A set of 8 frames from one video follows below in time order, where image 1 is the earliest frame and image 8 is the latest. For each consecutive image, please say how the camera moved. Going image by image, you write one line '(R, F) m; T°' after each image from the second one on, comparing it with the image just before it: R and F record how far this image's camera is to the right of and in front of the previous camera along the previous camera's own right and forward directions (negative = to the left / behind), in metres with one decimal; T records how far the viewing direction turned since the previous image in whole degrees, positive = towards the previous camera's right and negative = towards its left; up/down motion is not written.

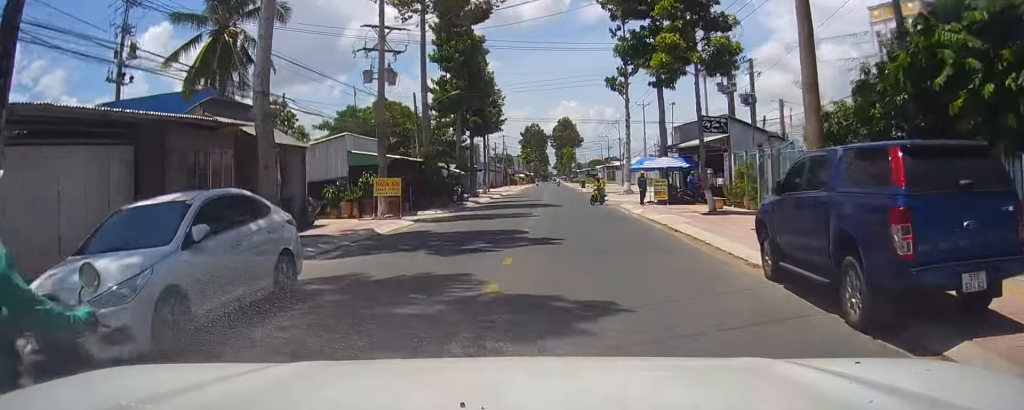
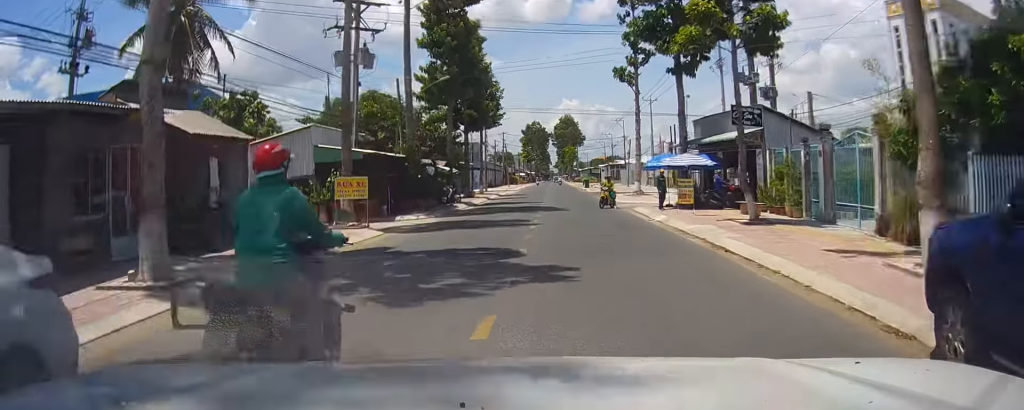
(+0.2, +5.0) m; +2°
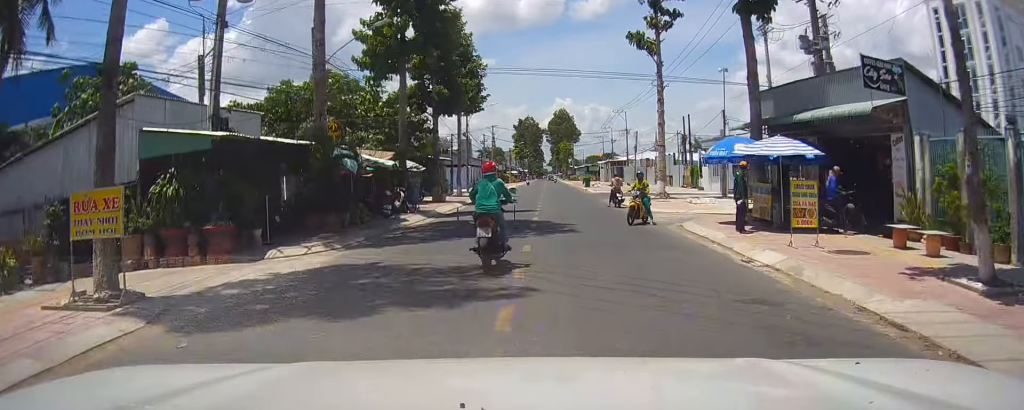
(+0.3, +11.6) m; -1°
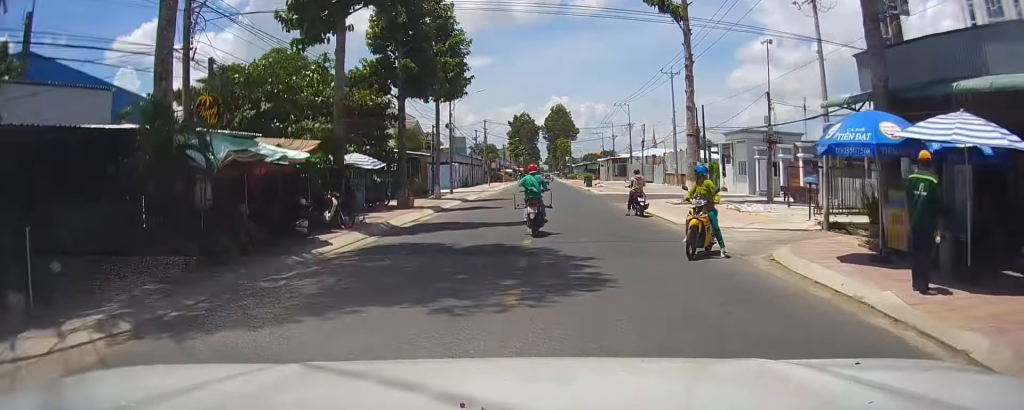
(-0.4, +8.7) m; 0°
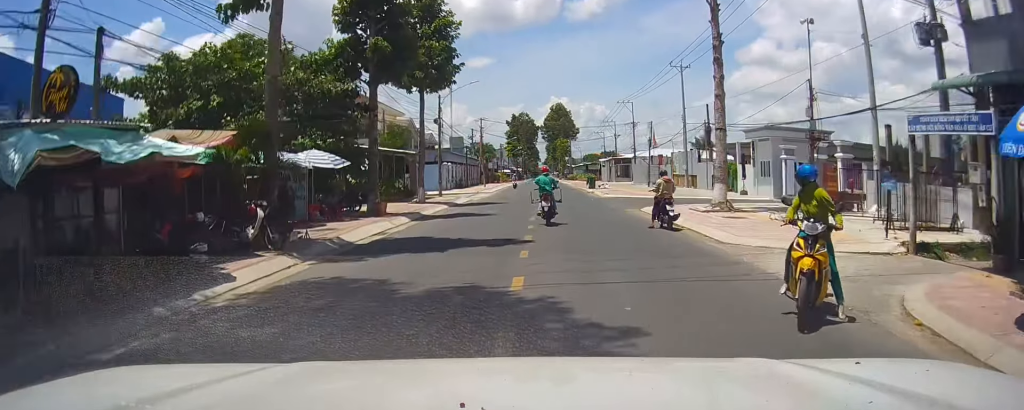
(+0.1, +4.8) m; +1°
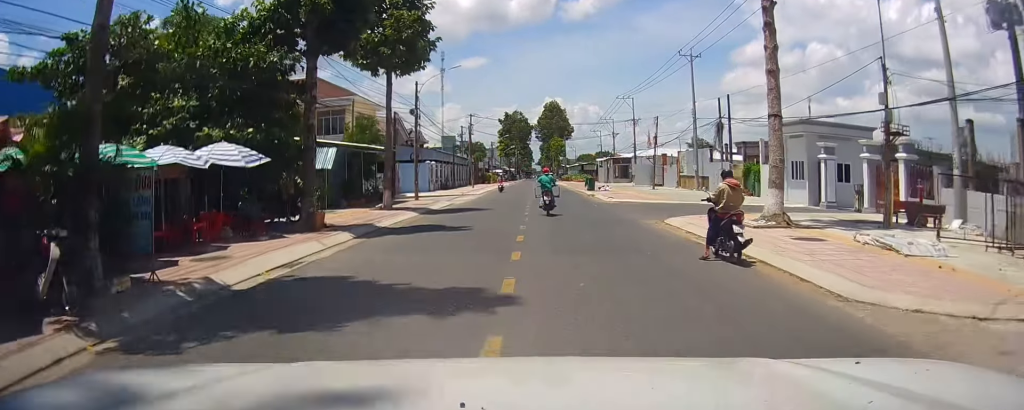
(+0.2, +6.3) m; +2°
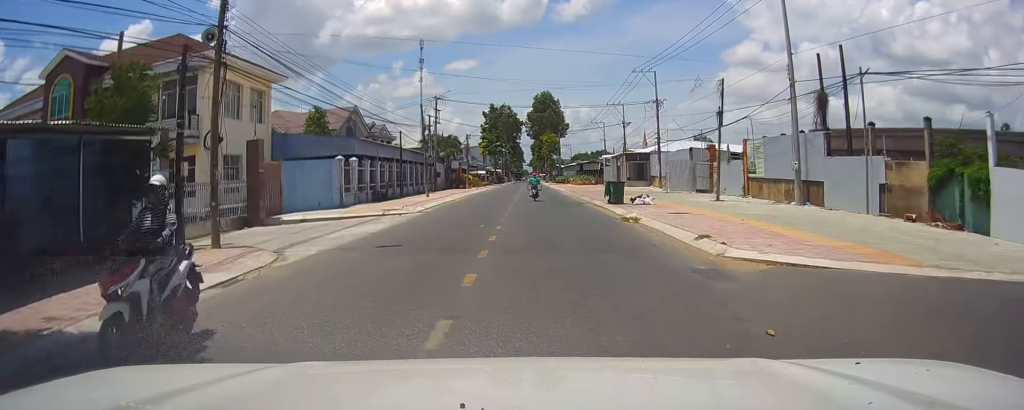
(-0.4, +24.3) m; -1°
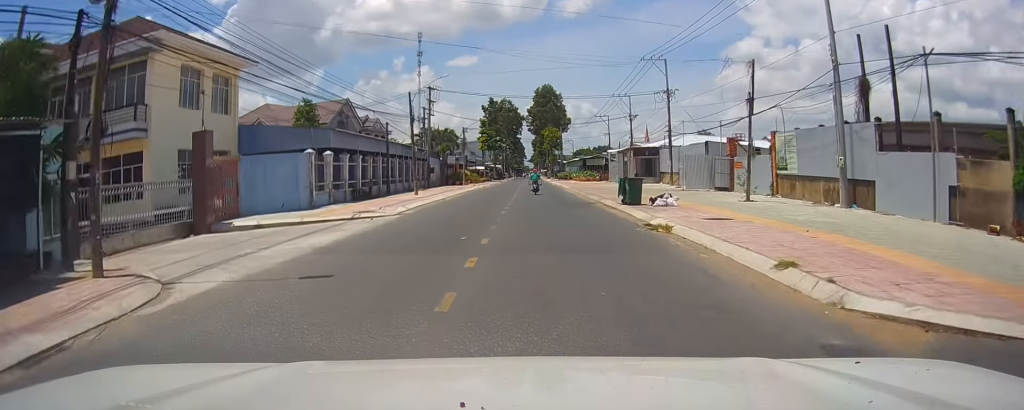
(+0.1, +5.1) m; 0°
